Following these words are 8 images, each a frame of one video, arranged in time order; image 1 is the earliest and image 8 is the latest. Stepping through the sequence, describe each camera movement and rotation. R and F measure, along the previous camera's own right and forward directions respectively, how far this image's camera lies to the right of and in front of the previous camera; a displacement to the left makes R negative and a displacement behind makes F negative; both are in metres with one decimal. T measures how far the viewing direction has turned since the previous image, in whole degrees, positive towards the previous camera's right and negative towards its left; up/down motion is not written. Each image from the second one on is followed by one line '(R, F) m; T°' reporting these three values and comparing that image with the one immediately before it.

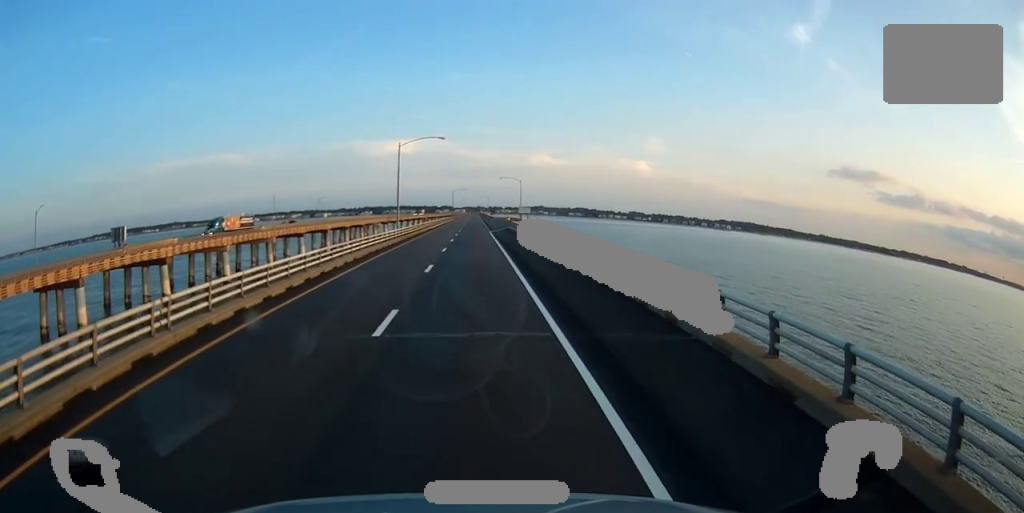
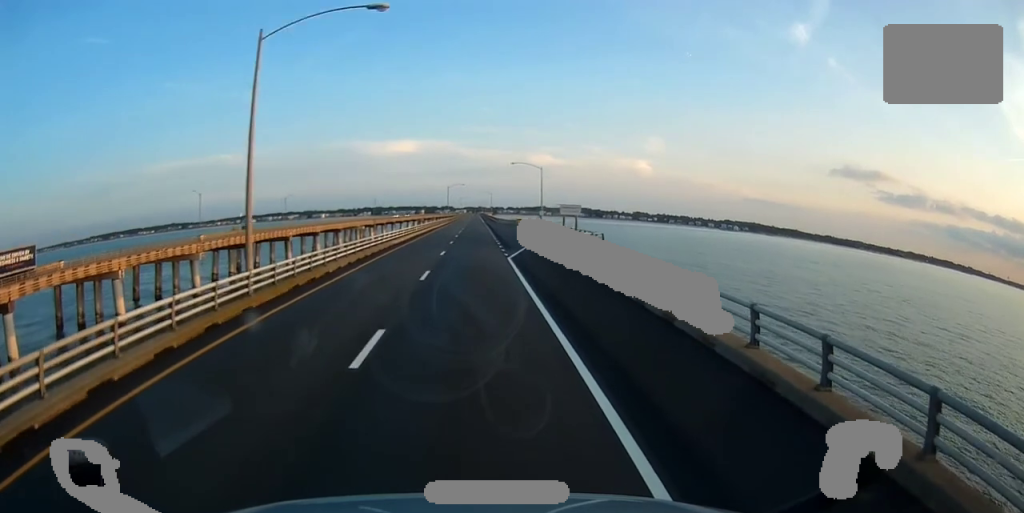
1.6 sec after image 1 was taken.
(-0.1, +39.2) m; -1°
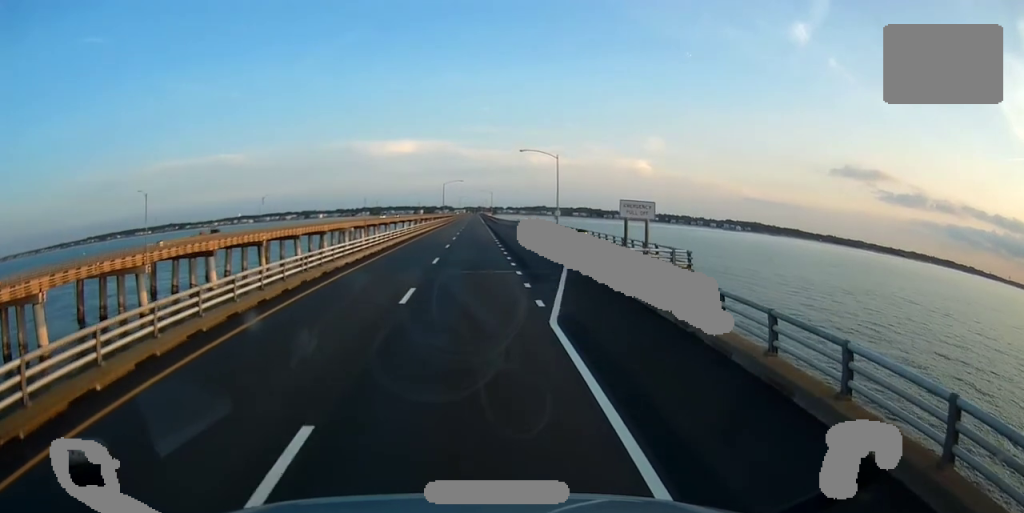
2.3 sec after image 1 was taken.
(-0.3, +18.0) m; 0°
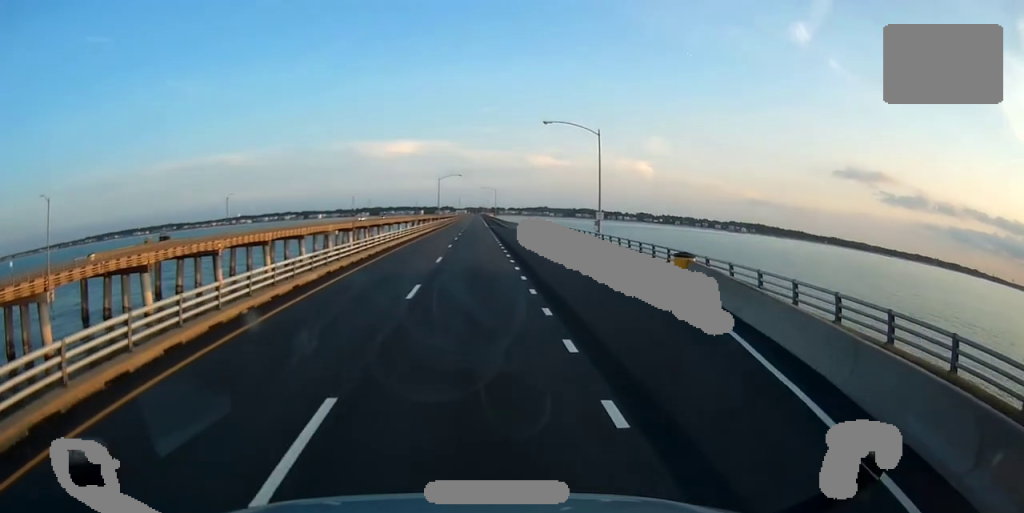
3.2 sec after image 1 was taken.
(+0.3, +23.0) m; 0°
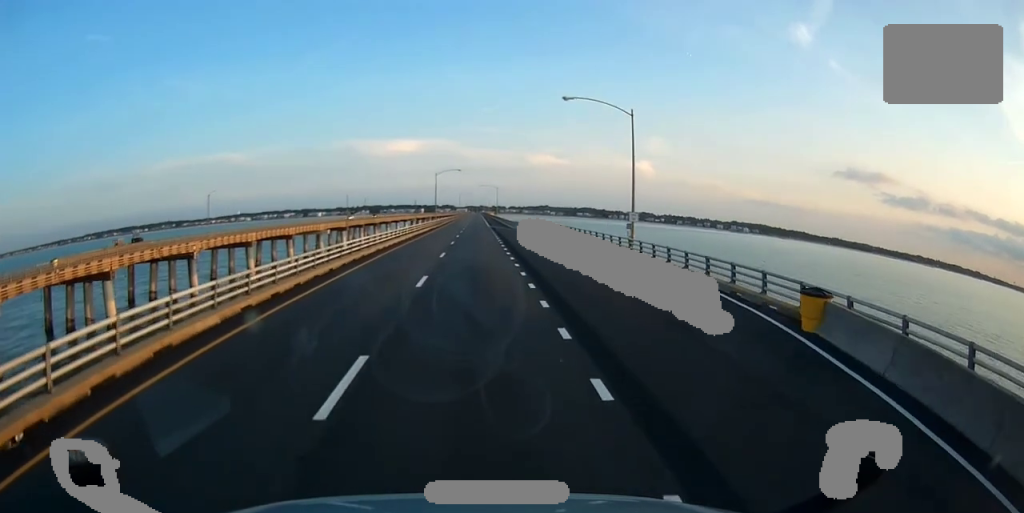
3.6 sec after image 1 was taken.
(0.0, +10.0) m; 0°
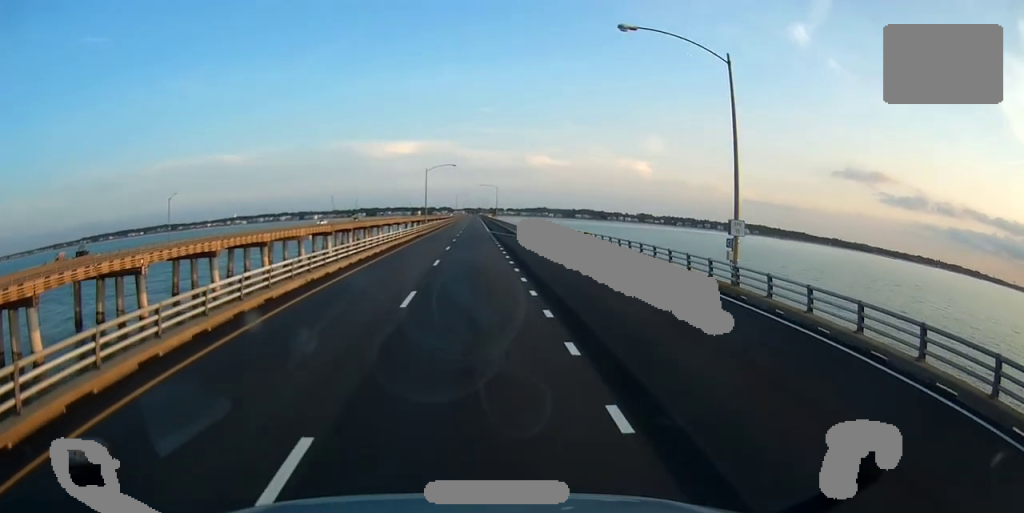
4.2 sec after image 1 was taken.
(-0.2, +15.9) m; 0°
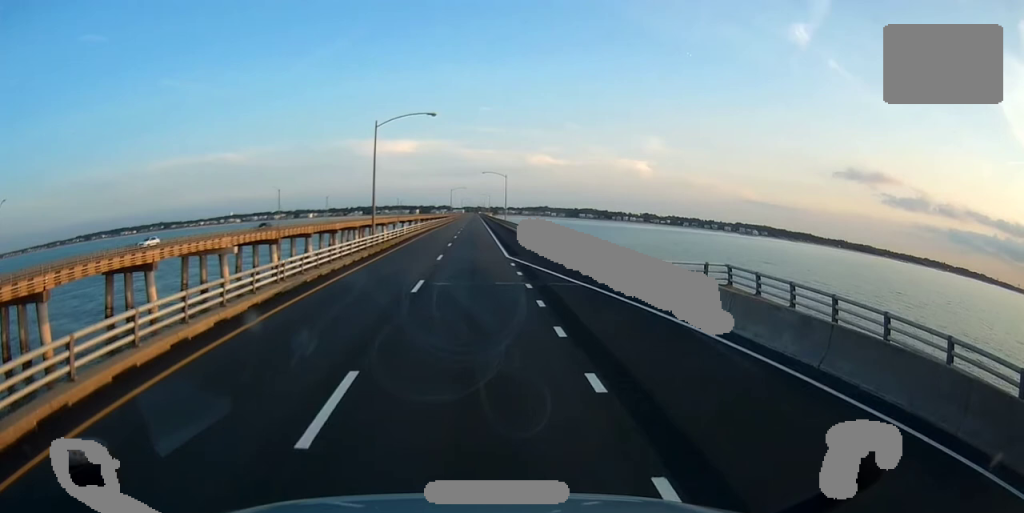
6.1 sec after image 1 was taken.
(-0.8, +45.8) m; -1°
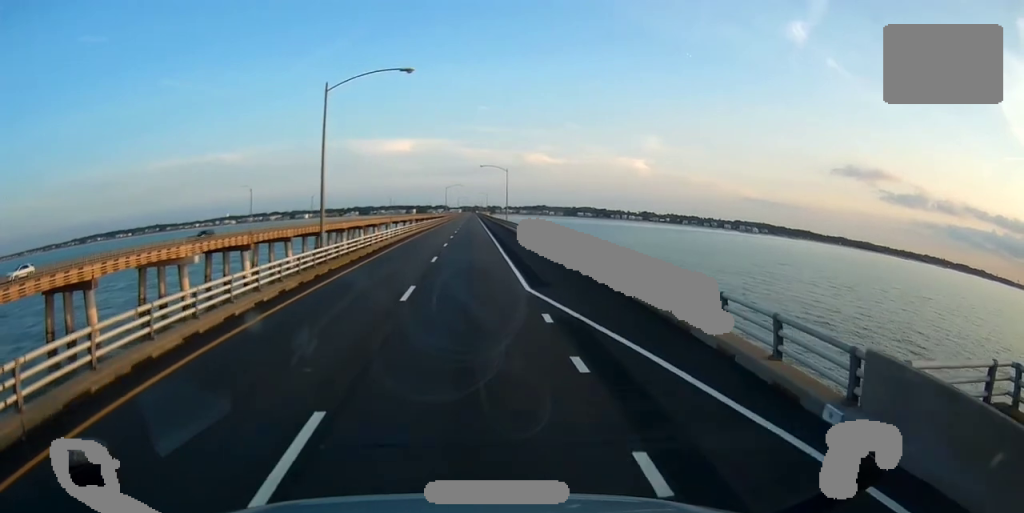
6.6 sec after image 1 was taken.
(-0.1, +14.0) m; 0°
